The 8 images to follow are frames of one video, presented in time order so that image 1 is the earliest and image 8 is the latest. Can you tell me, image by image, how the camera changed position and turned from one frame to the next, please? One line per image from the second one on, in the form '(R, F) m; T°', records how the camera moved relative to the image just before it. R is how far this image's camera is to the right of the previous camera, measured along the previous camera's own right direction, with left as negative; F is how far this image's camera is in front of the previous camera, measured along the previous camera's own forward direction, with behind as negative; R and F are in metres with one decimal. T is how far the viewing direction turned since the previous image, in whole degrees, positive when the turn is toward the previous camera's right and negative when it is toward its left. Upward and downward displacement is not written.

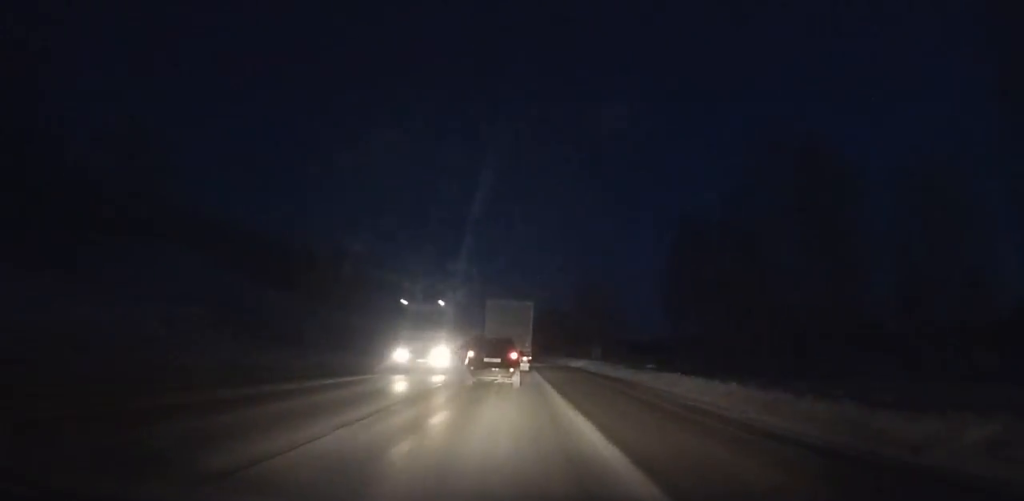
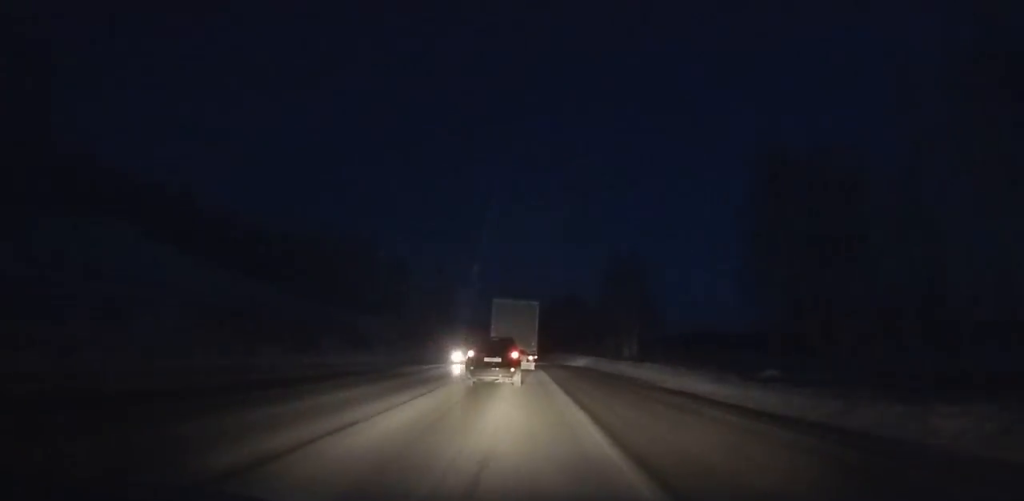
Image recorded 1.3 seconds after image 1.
(-0.1, +20.4) m; 0°
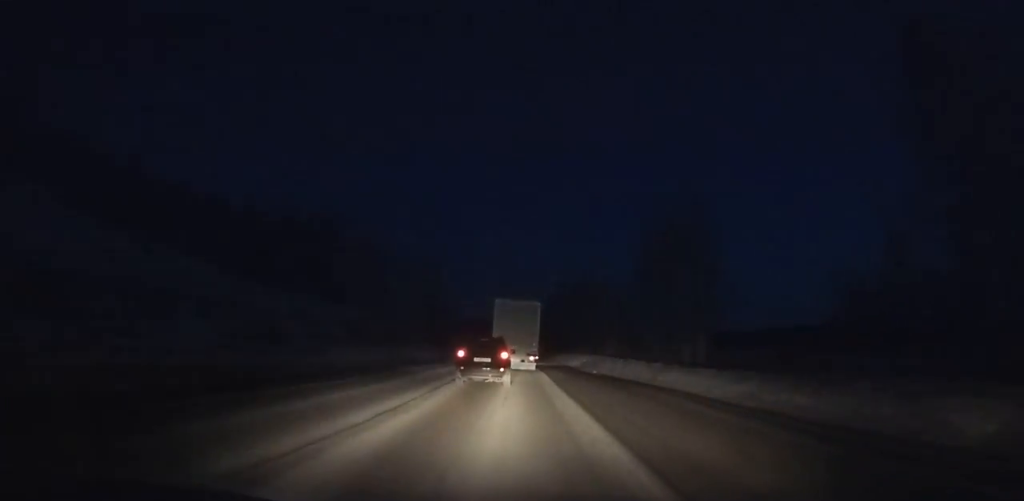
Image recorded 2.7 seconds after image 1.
(0.0, +21.9) m; 0°
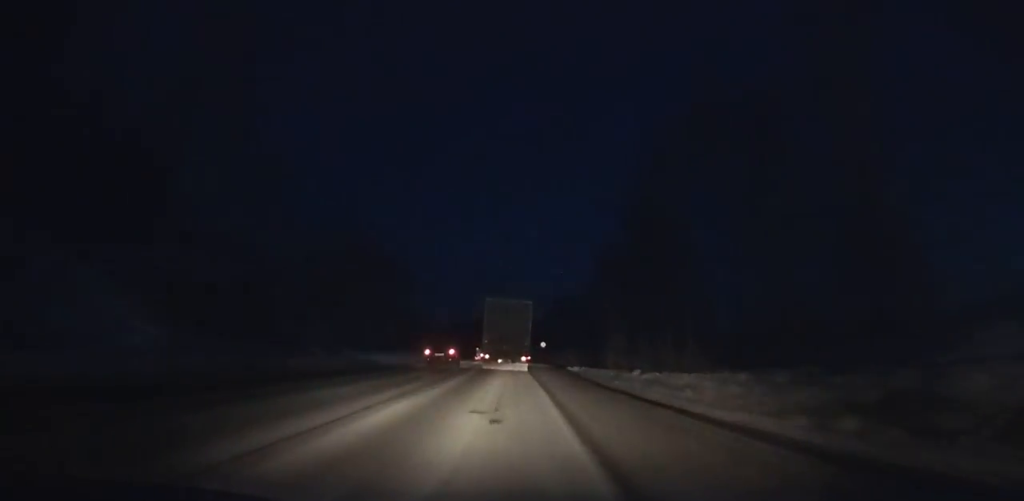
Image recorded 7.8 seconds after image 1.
(-1.3, +82.0) m; -2°
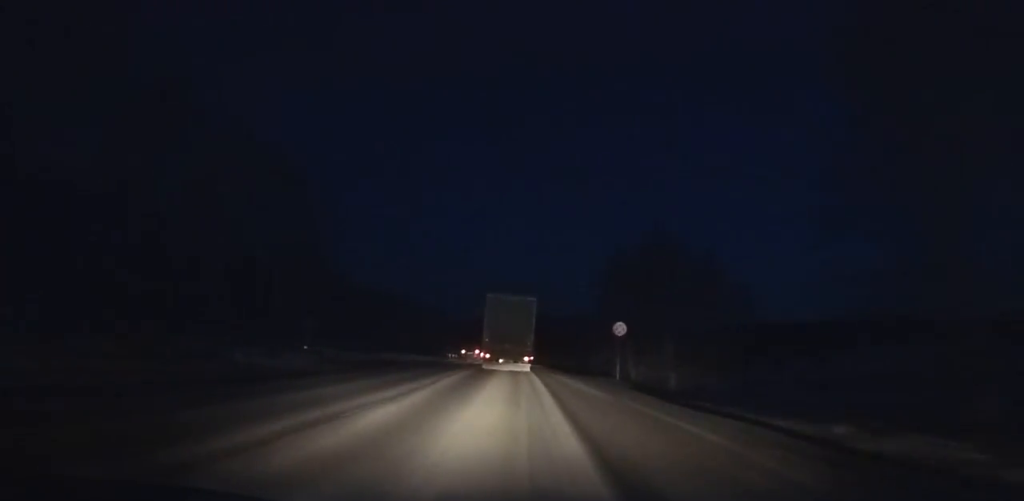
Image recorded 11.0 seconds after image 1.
(-0.9, +53.2) m; -2°
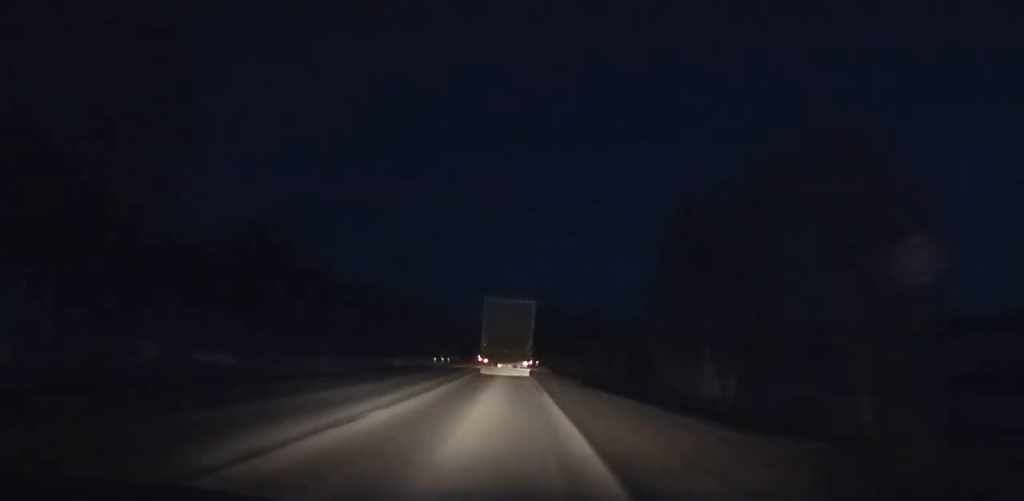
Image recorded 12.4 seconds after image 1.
(-0.2, +23.7) m; -1°
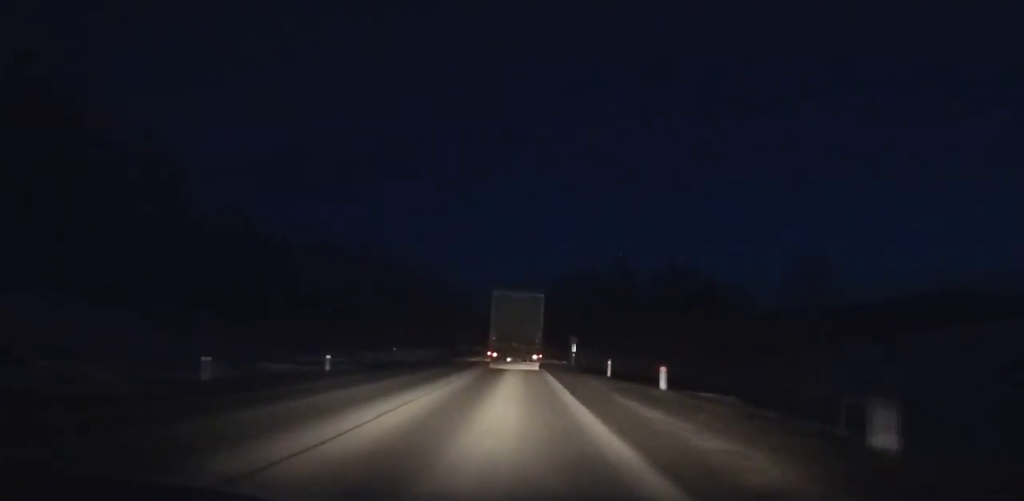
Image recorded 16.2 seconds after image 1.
(-1.6, +65.5) m; -2°
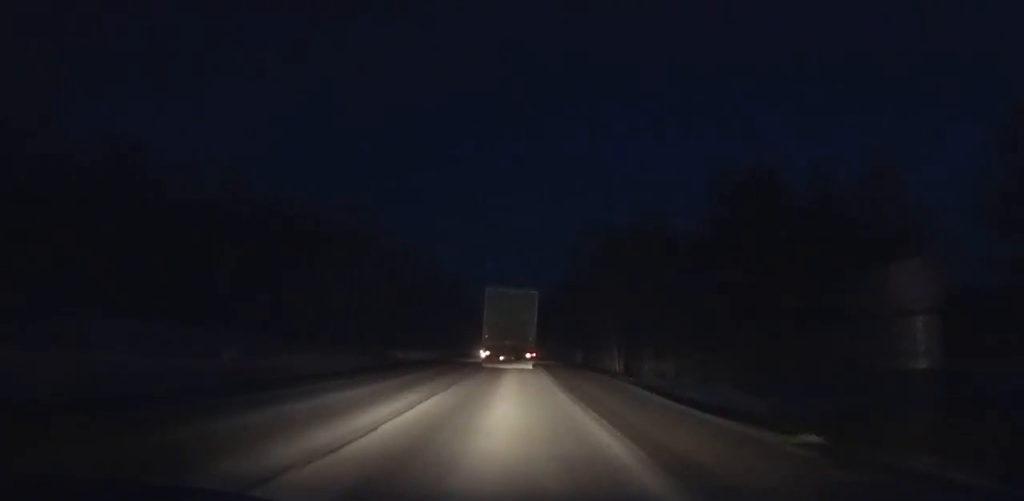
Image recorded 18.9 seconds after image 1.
(-0.3, +47.4) m; -1°
